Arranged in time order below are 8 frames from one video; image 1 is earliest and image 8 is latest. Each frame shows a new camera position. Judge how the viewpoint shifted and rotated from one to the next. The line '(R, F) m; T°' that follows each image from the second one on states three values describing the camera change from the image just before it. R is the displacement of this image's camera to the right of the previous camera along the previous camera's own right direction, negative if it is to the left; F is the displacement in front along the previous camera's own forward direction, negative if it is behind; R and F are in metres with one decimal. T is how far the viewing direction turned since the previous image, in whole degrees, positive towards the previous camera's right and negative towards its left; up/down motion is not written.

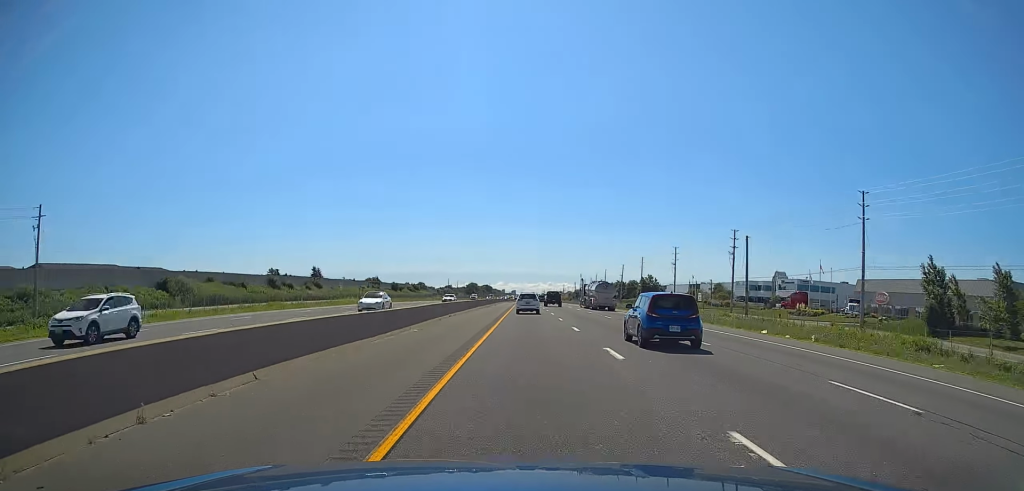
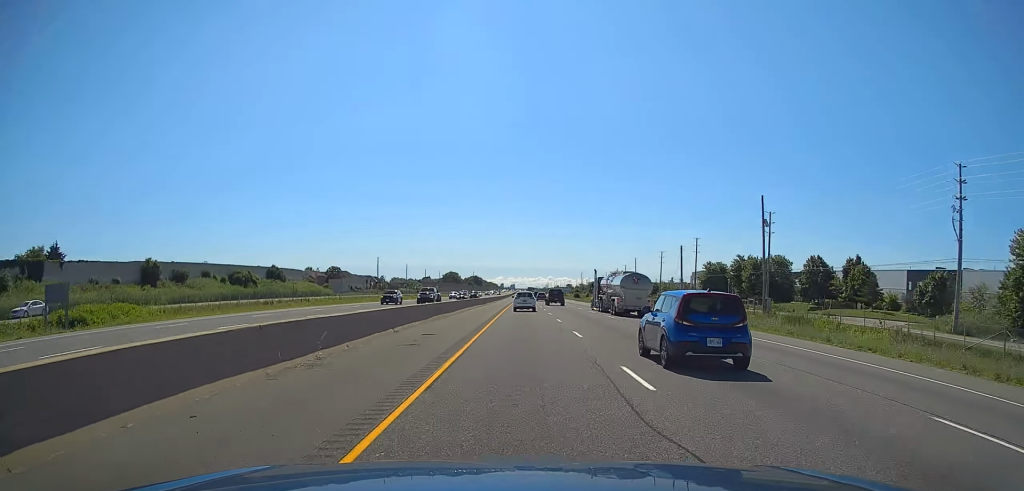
(+0.7, +203.4) m; 0°
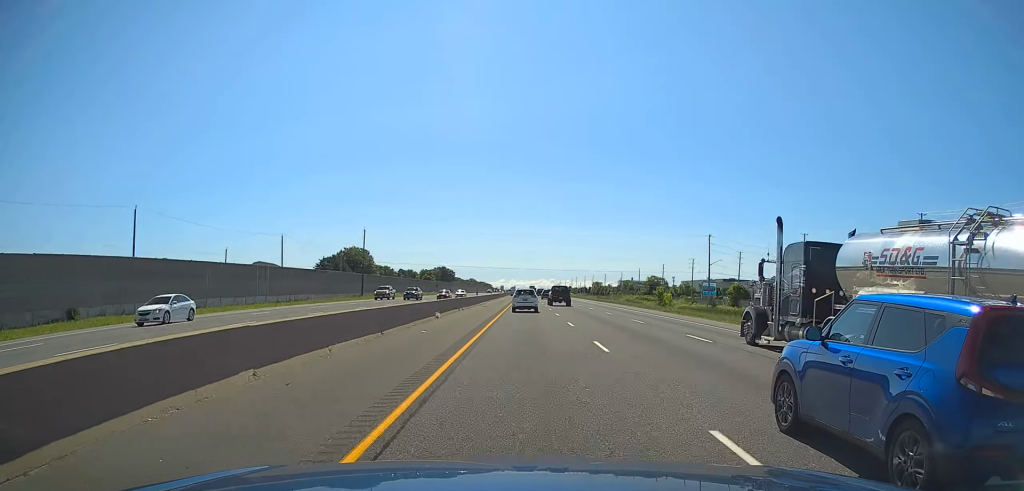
(-1.0, +300.4) m; 0°
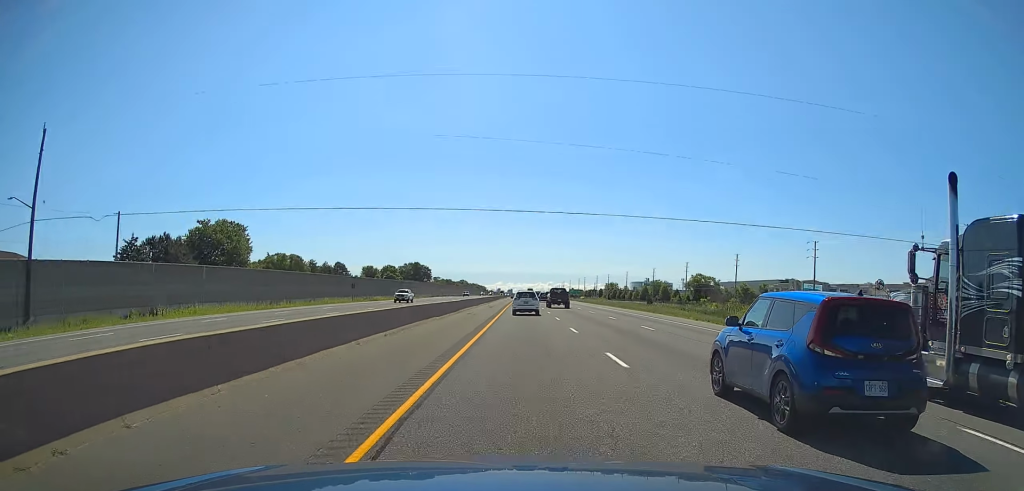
(+0.1, +100.7) m; 0°
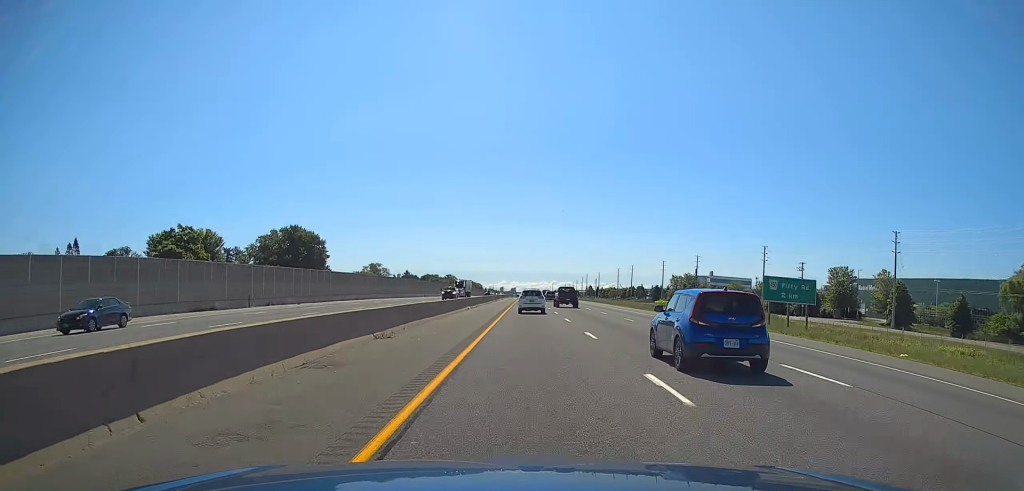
(+0.1, +185.9) m; 0°
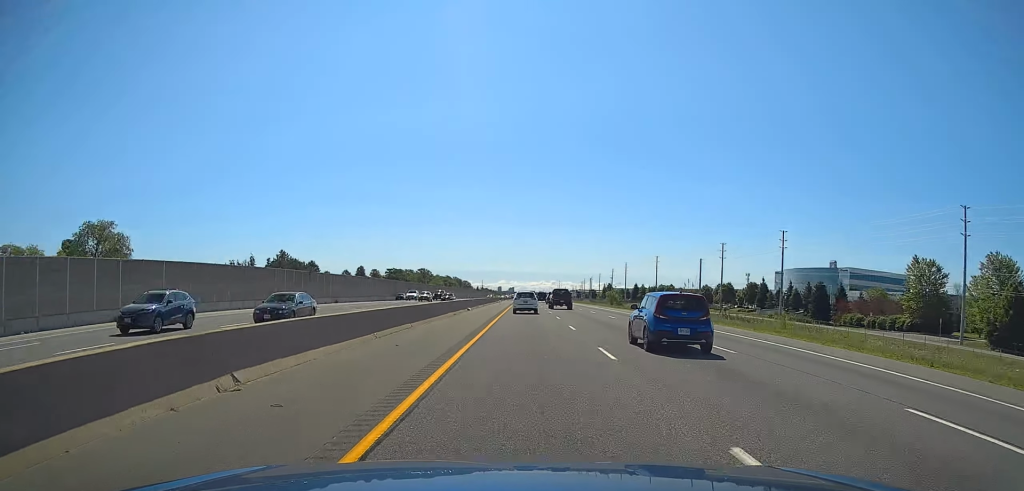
(0.0, +167.7) m; 0°
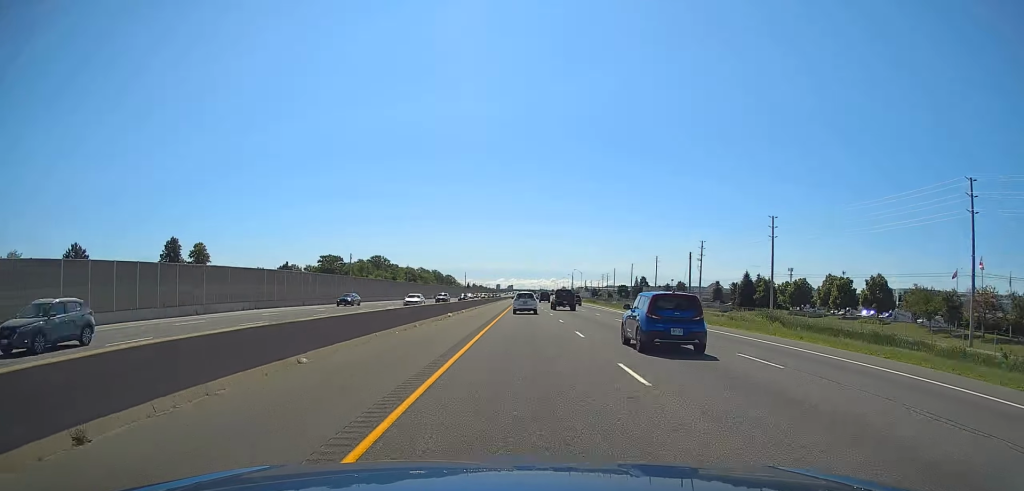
(-0.1, +151.9) m; 0°
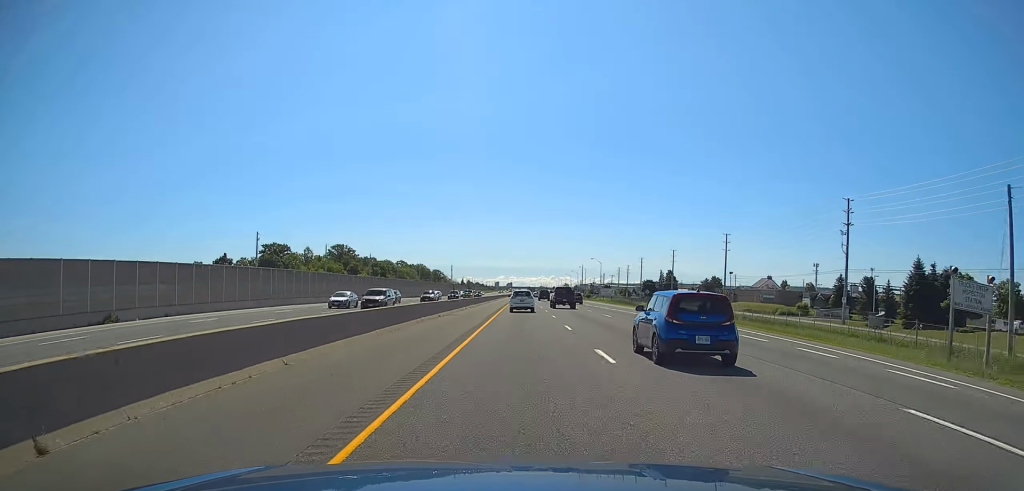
(0.0, +69.6) m; 0°
